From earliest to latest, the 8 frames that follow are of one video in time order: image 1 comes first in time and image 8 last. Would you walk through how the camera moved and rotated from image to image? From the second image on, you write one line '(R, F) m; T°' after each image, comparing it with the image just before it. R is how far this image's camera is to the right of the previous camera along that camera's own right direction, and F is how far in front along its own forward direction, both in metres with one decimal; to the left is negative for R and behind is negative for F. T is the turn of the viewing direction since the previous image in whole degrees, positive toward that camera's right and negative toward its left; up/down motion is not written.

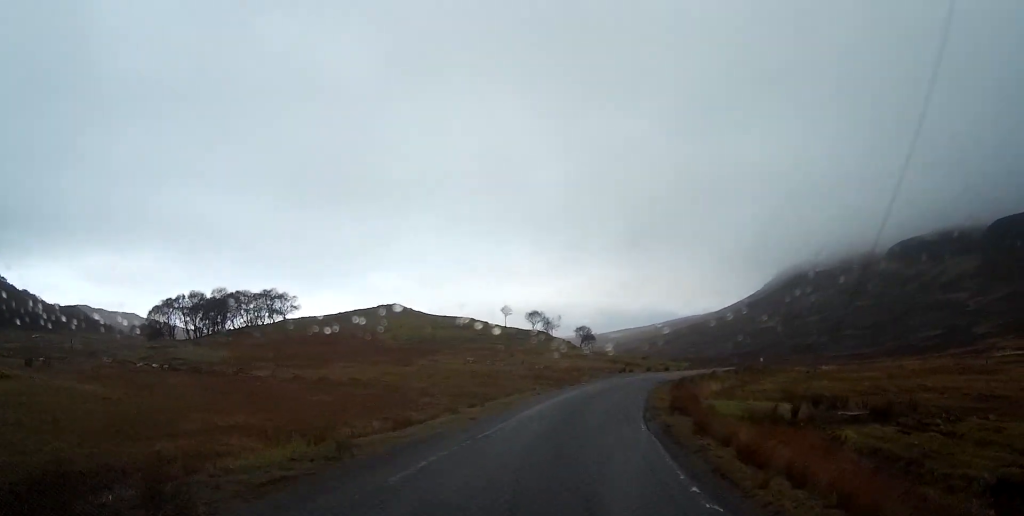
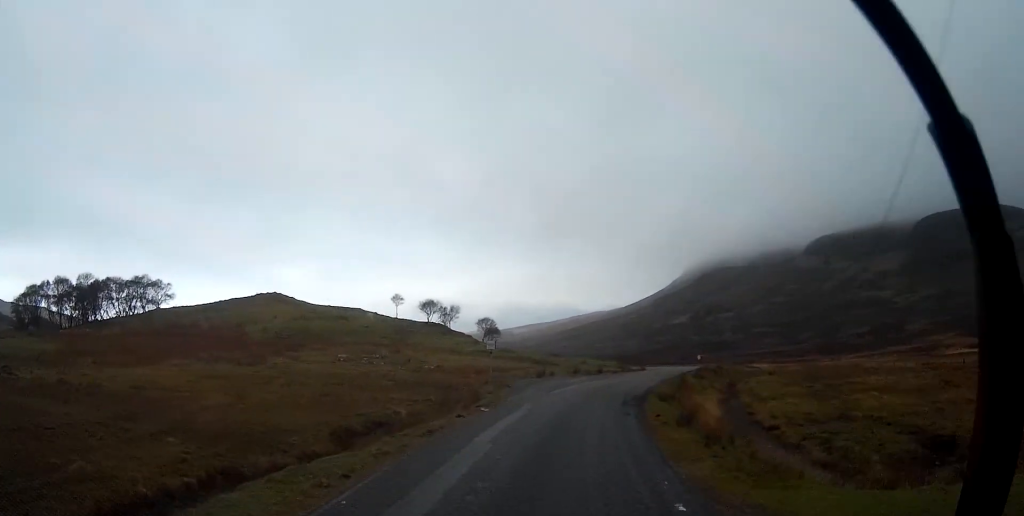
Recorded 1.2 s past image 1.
(+0.8, +17.0) m; +7°
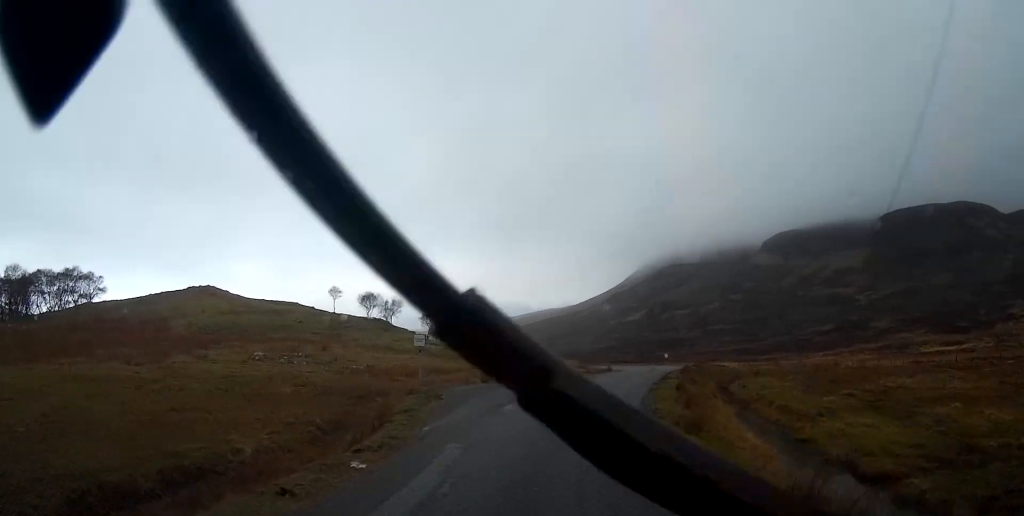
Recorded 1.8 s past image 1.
(+0.5, +9.3) m; +4°
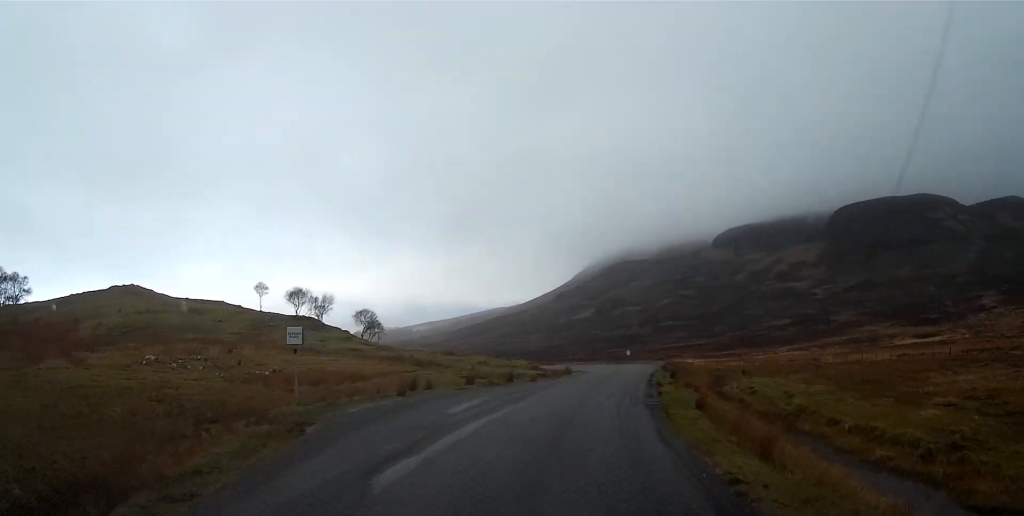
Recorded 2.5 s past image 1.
(+0.4, +9.8) m; +4°
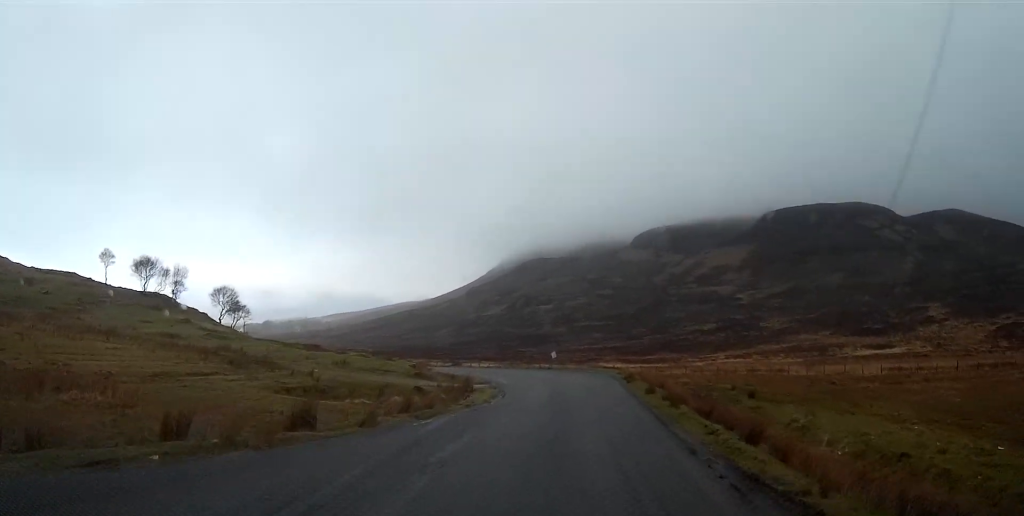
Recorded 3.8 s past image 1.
(+1.3, +19.5) m; +9°
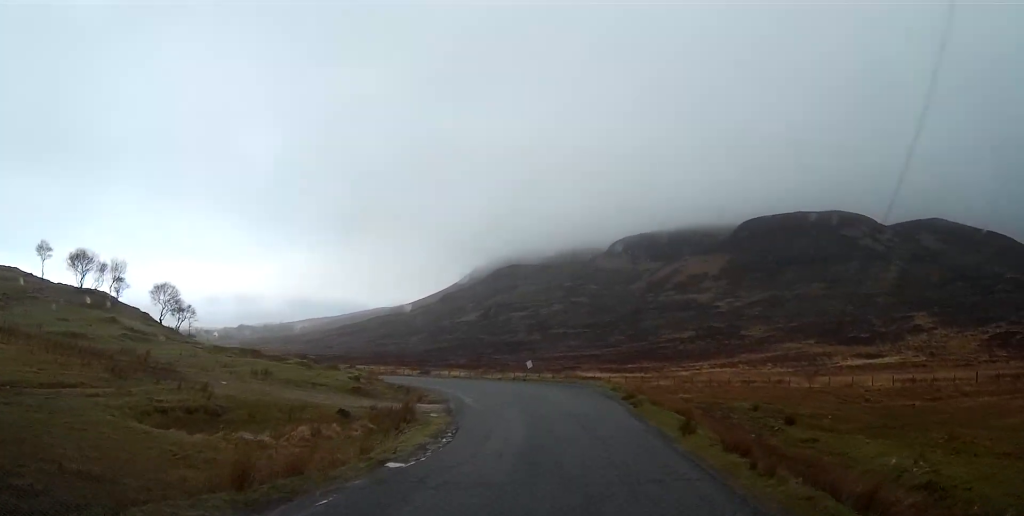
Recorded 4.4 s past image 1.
(+0.4, +8.1) m; +2°
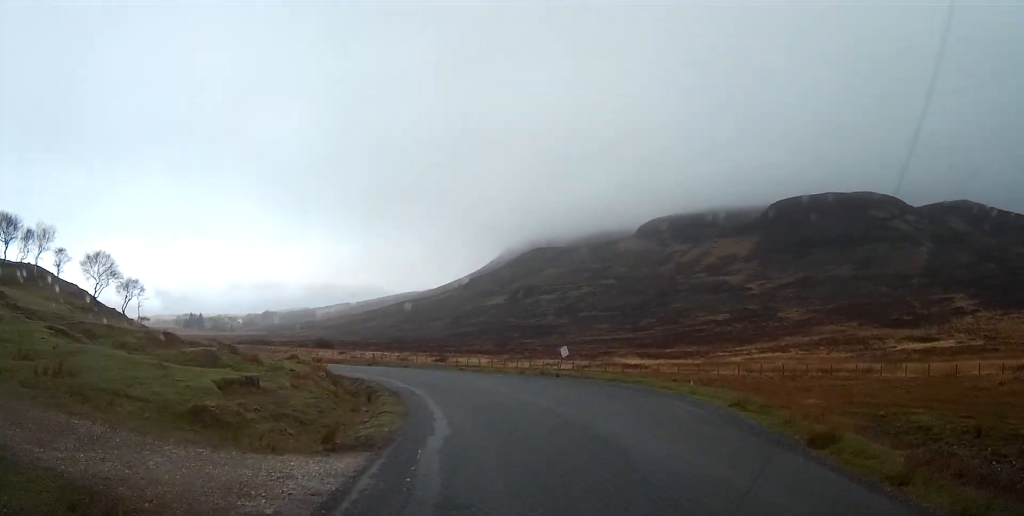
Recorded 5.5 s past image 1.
(+0.4, +15.8) m; -2°
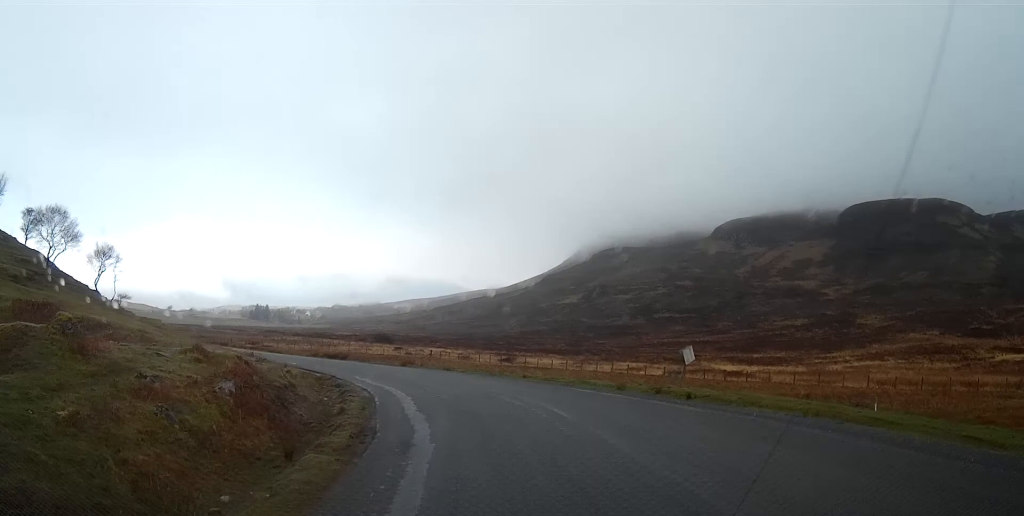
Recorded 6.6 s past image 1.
(-0.9, +14.1) m; -7°
